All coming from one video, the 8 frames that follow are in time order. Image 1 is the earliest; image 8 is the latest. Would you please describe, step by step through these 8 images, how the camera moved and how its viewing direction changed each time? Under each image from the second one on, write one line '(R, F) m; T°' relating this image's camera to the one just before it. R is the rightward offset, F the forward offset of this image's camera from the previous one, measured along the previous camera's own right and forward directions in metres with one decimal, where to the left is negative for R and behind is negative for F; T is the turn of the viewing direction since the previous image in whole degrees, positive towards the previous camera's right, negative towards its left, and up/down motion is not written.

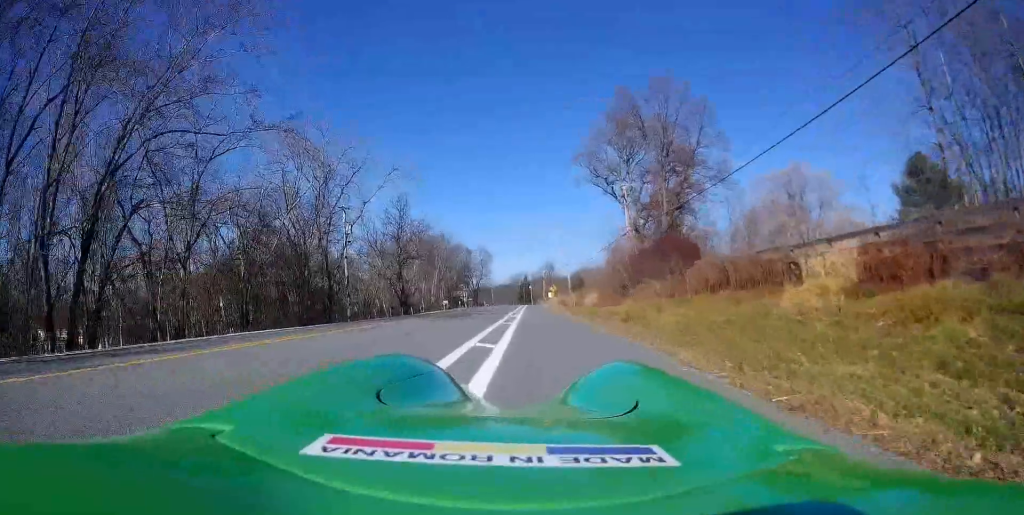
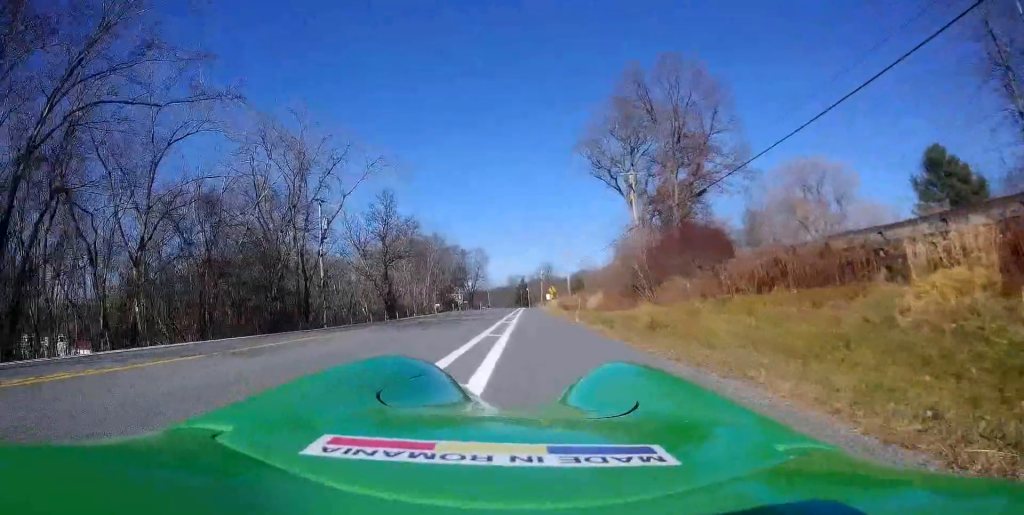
(+0.2, +5.1) m; 0°
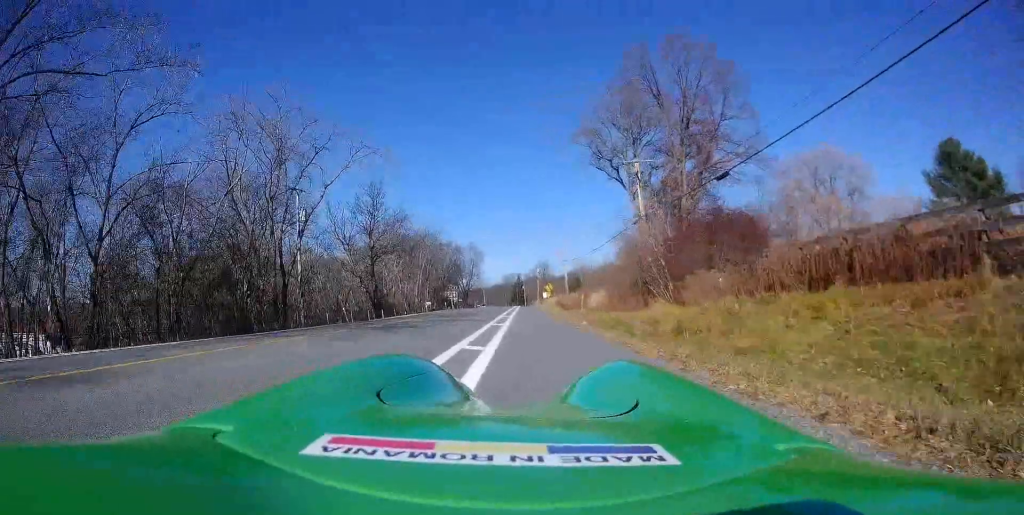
(+0.2, +3.9) m; 0°
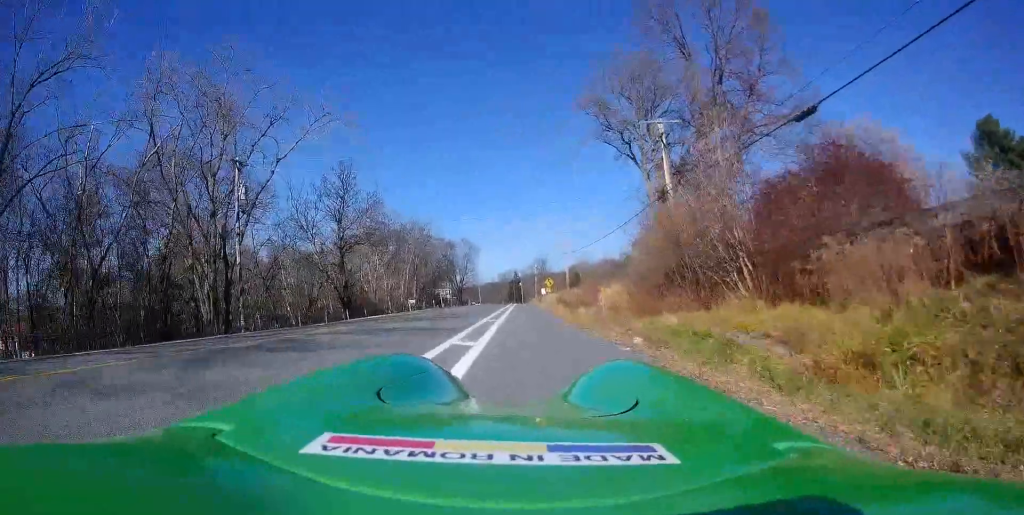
(-0.4, +8.8) m; 0°
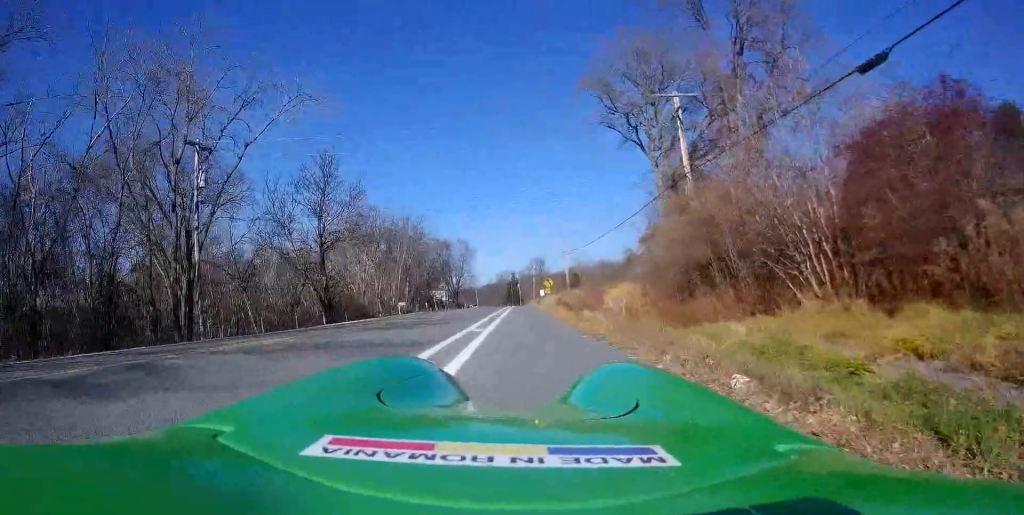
(+0.3, +4.2) m; +1°
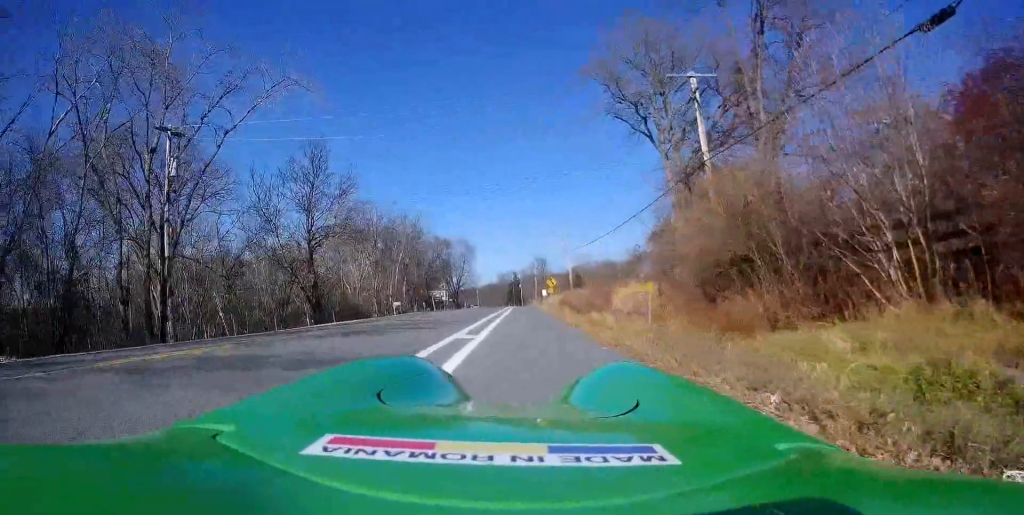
(-0.1, +3.0) m; 0°
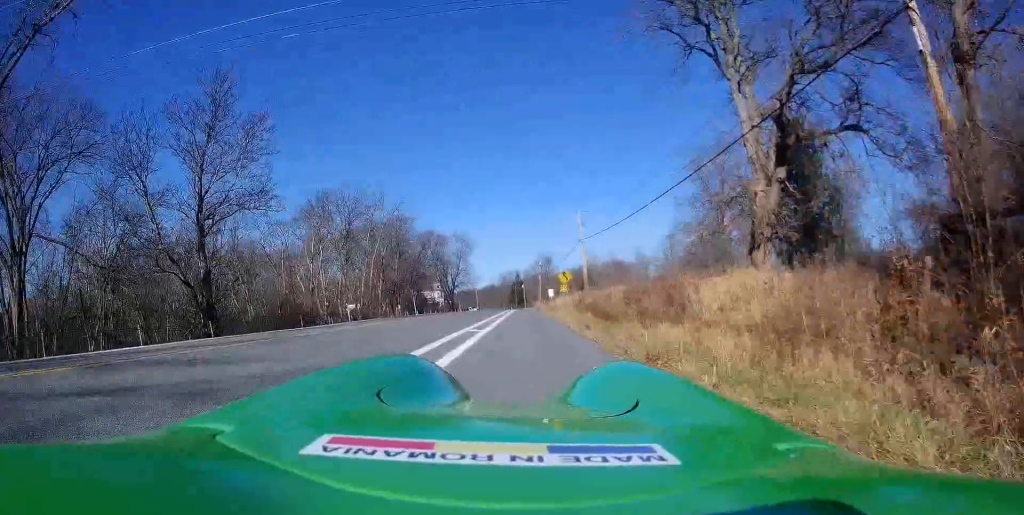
(+0.2, +15.6) m; 0°
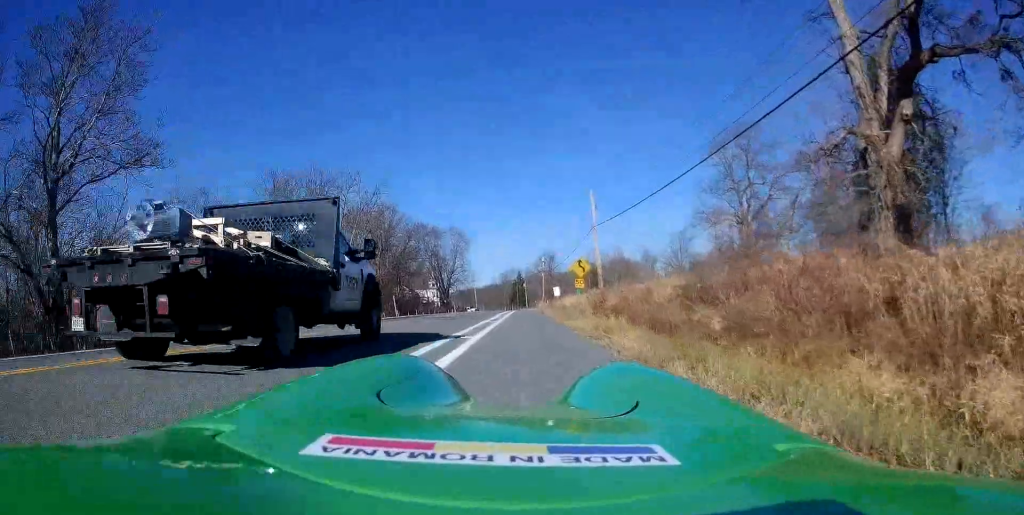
(-1.2, +10.7) m; -1°
